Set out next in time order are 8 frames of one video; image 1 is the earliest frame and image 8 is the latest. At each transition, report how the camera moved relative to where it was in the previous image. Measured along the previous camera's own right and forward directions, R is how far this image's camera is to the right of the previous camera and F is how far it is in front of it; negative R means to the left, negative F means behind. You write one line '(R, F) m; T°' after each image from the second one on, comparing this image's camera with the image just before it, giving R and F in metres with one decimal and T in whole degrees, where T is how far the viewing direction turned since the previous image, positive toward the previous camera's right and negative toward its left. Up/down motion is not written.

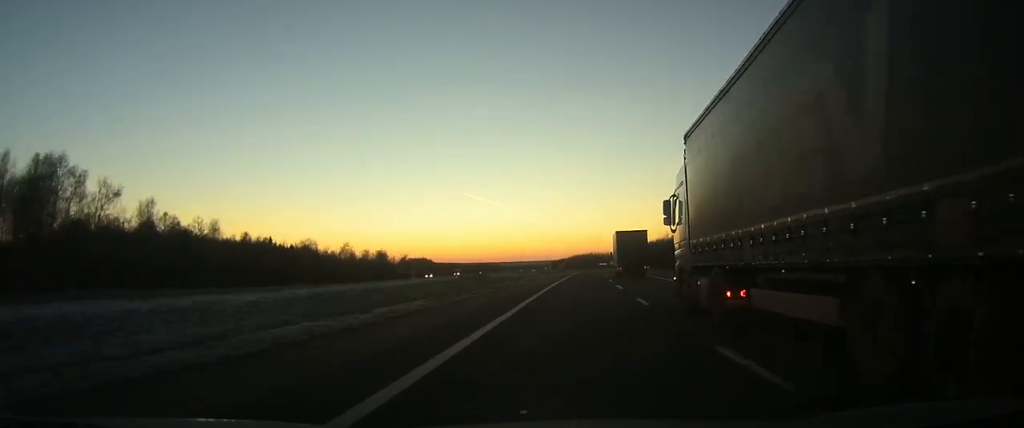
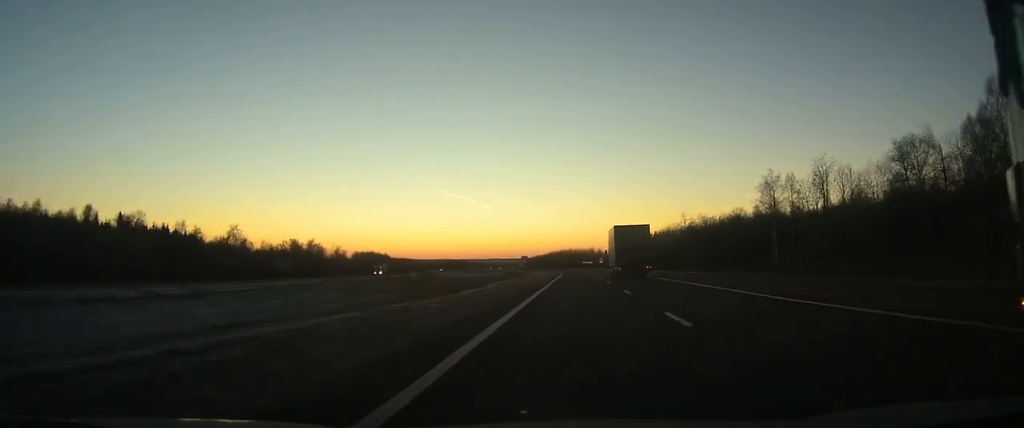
(+2.8, +84.3) m; +3°
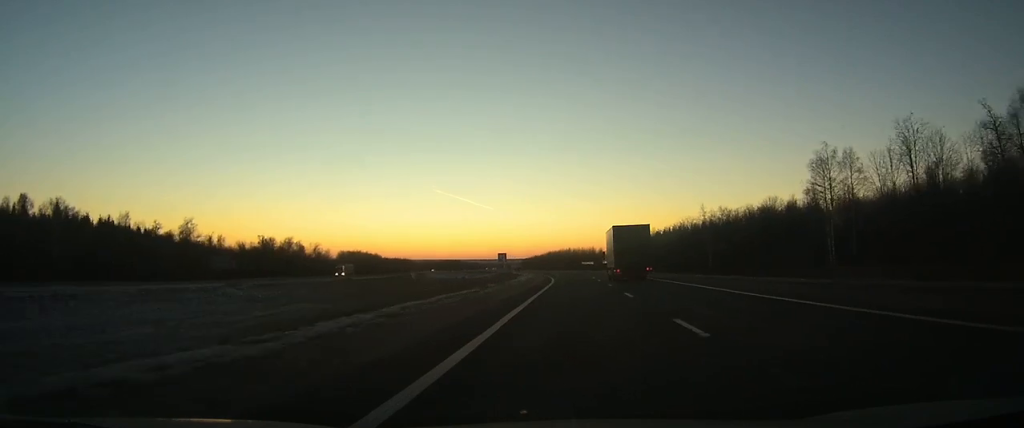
(+0.2, +25.7) m; 0°
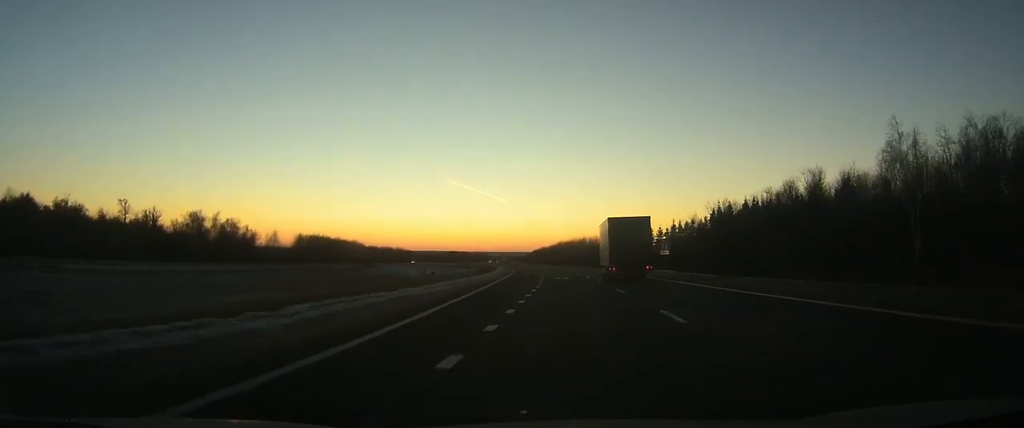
(-0.6, +82.4) m; -2°
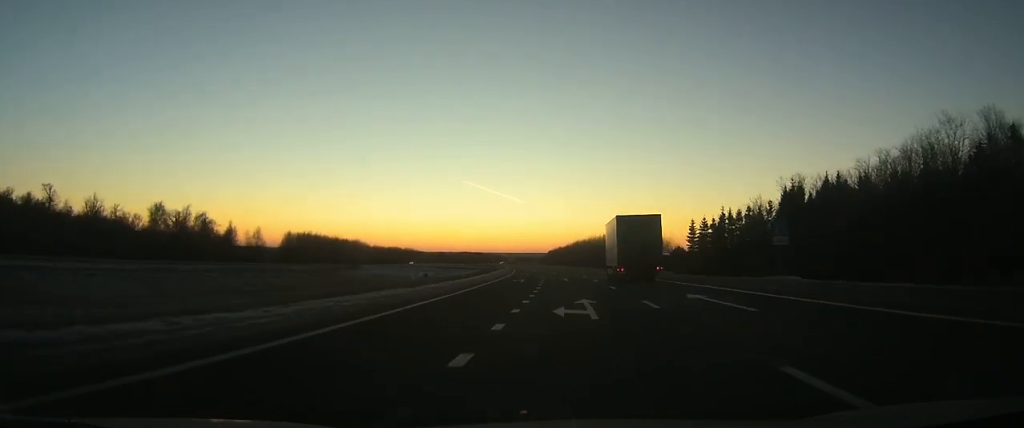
(-0.3, +31.8) m; -1°
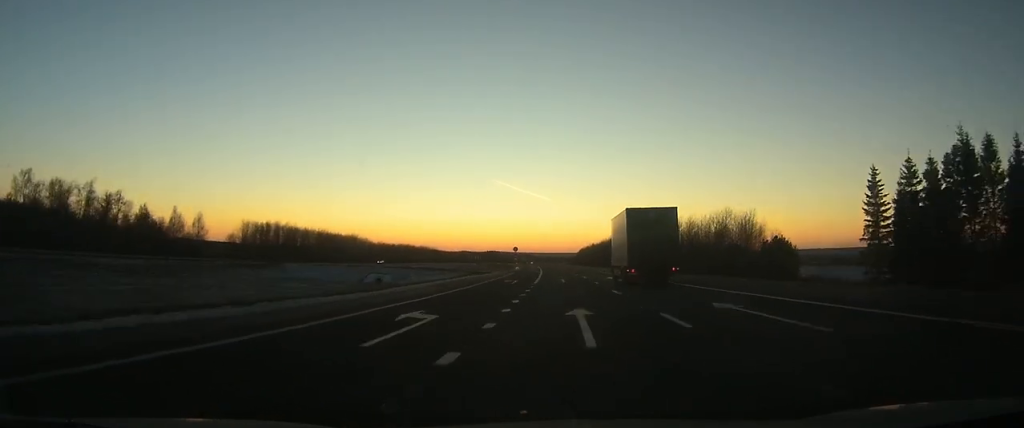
(-1.5, +63.9) m; -3°
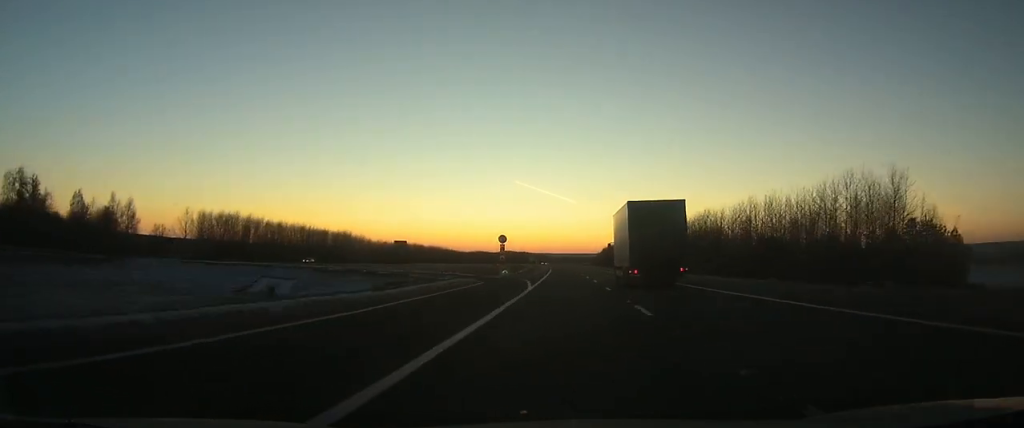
(-0.9, +44.7) m; -2°
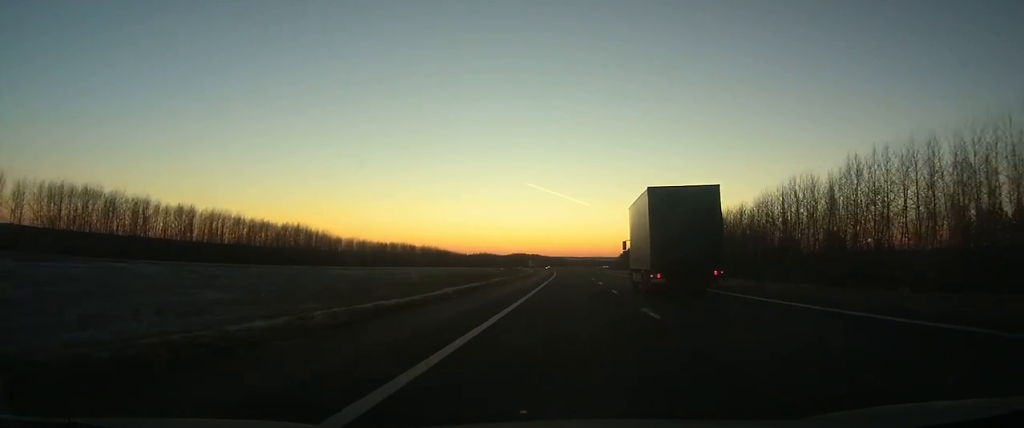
(-1.5, +72.0) m; -2°
